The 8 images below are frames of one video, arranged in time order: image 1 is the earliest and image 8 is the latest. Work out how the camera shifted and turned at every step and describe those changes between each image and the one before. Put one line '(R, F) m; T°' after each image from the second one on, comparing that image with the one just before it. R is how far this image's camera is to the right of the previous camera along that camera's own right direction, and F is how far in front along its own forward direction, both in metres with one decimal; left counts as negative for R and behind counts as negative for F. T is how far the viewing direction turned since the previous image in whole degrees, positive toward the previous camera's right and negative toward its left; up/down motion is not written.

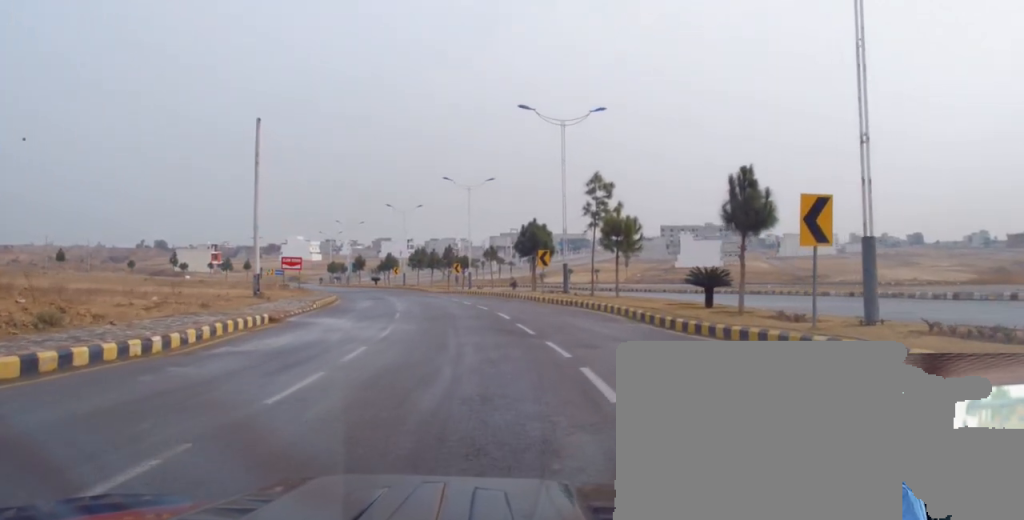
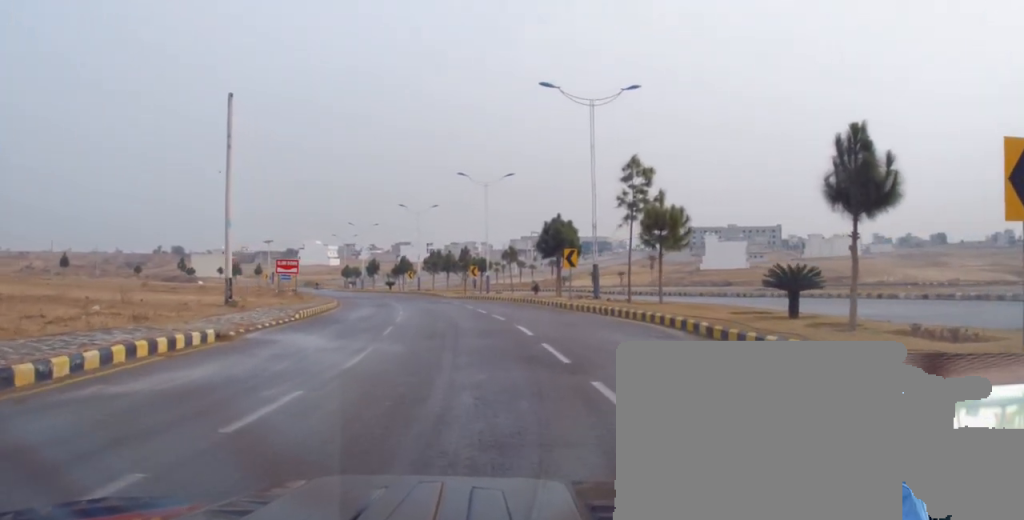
(+0.3, +5.5) m; 0°
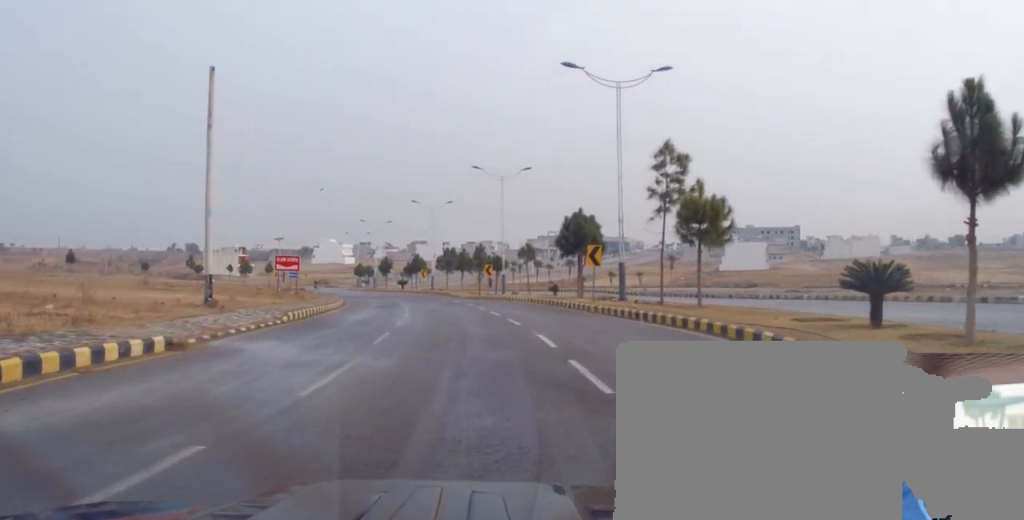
(-0.1, +3.4) m; -4°
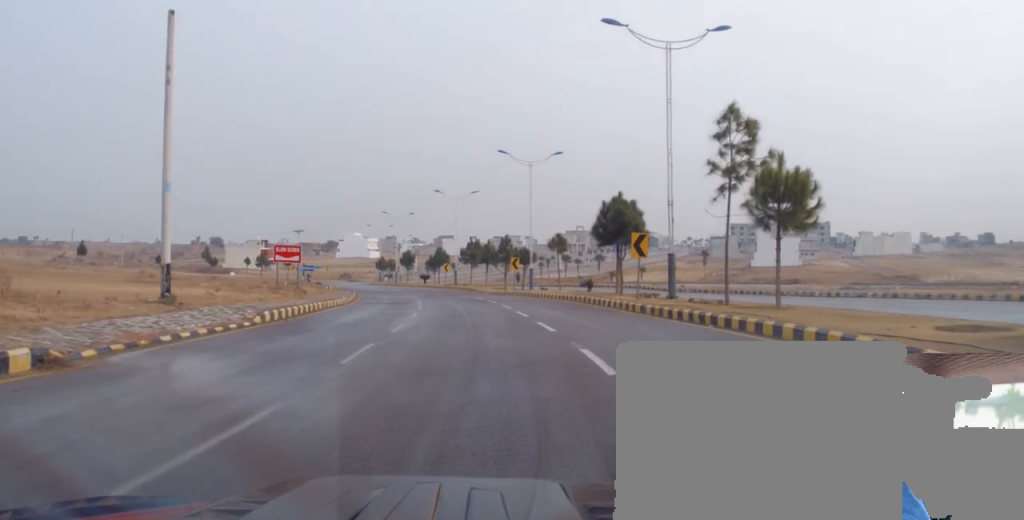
(-0.3, +5.0) m; -6°
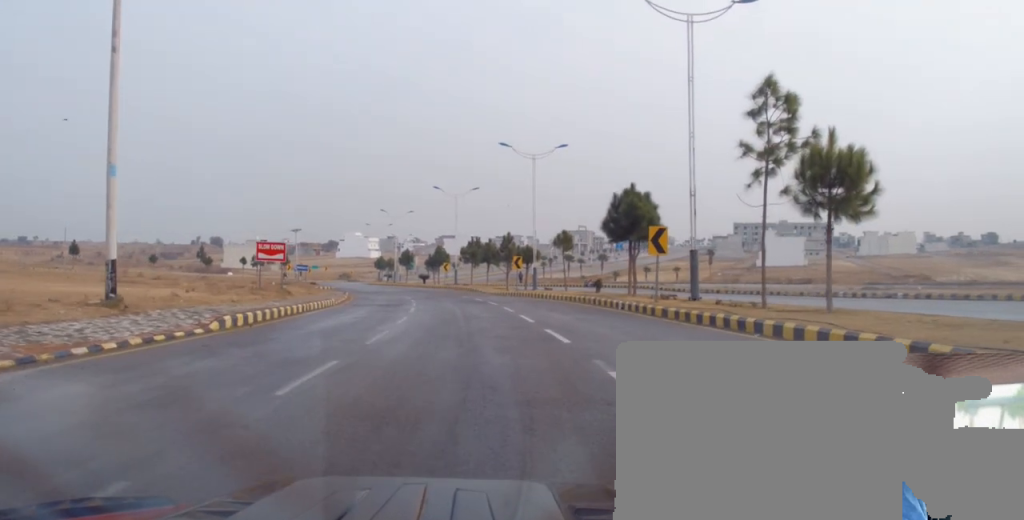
(0.0, +2.9) m; -3°
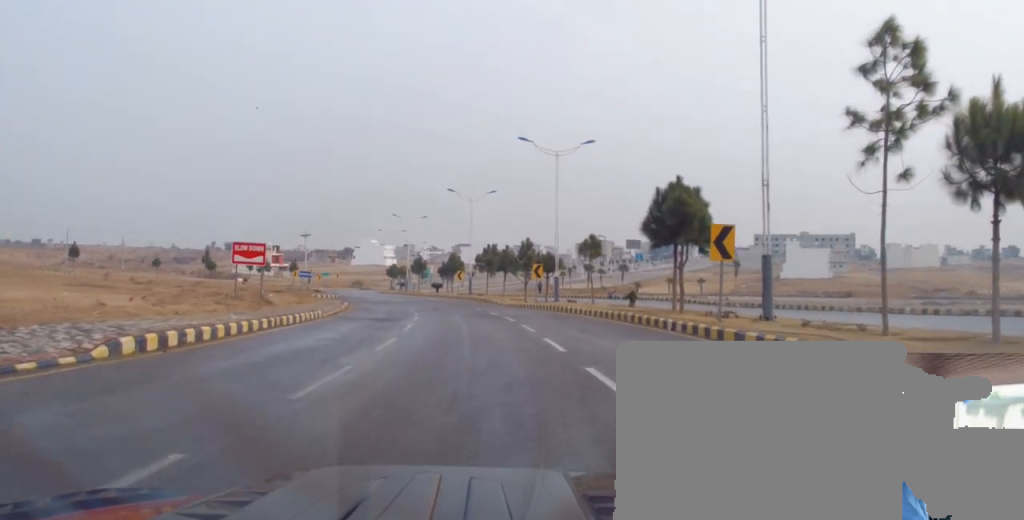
(-0.3, +5.5) m; 0°
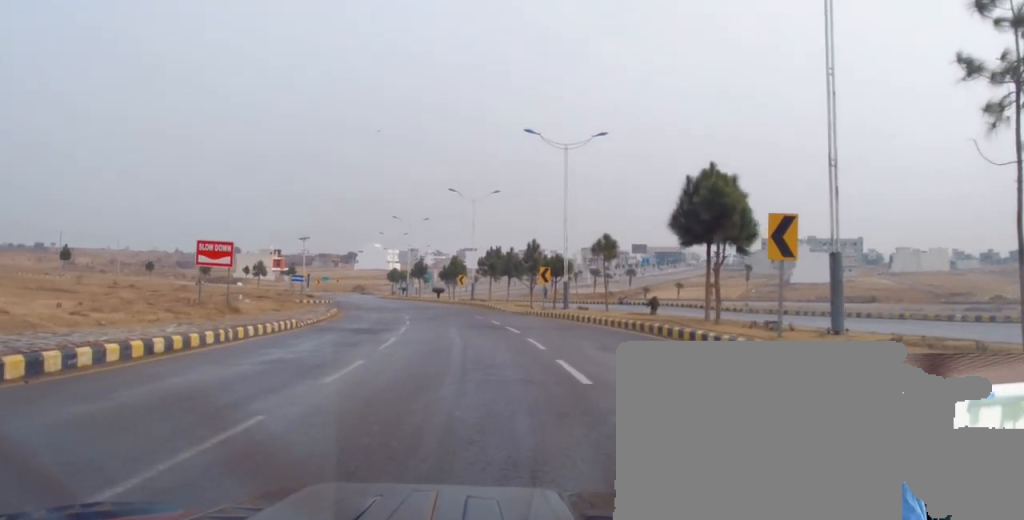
(+0.2, +4.3) m; +5°
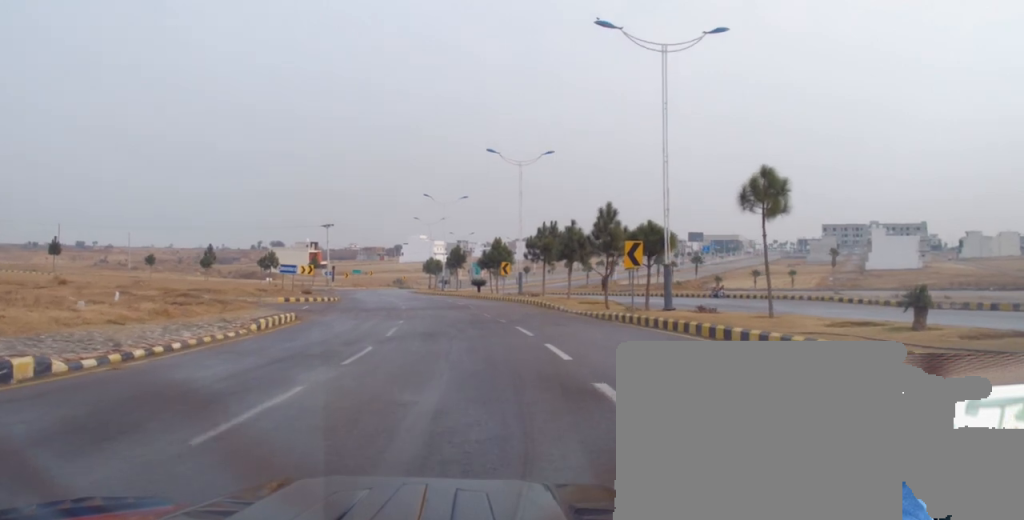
(0.0, +16.8) m; -8°
